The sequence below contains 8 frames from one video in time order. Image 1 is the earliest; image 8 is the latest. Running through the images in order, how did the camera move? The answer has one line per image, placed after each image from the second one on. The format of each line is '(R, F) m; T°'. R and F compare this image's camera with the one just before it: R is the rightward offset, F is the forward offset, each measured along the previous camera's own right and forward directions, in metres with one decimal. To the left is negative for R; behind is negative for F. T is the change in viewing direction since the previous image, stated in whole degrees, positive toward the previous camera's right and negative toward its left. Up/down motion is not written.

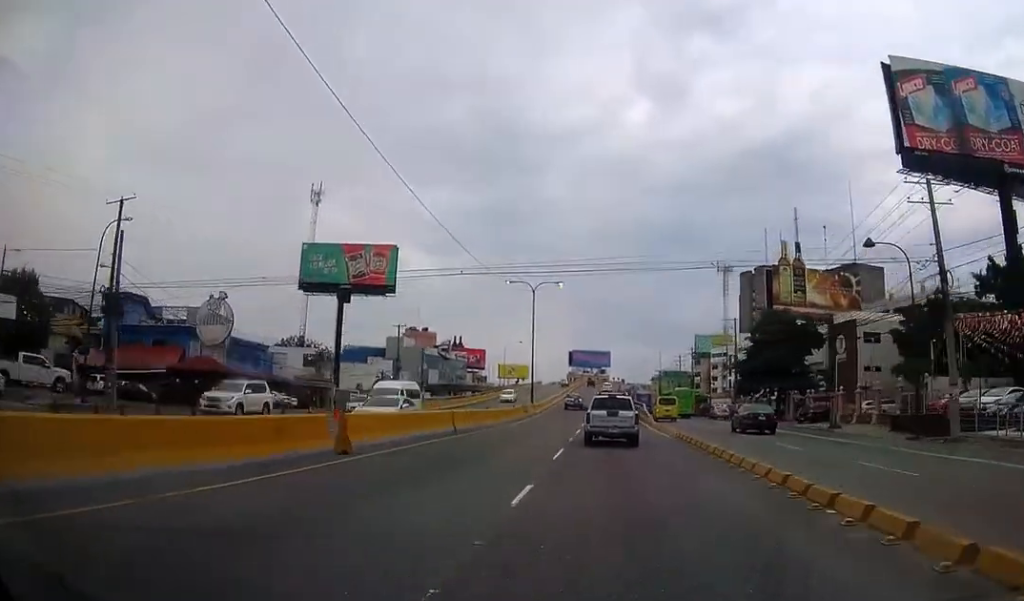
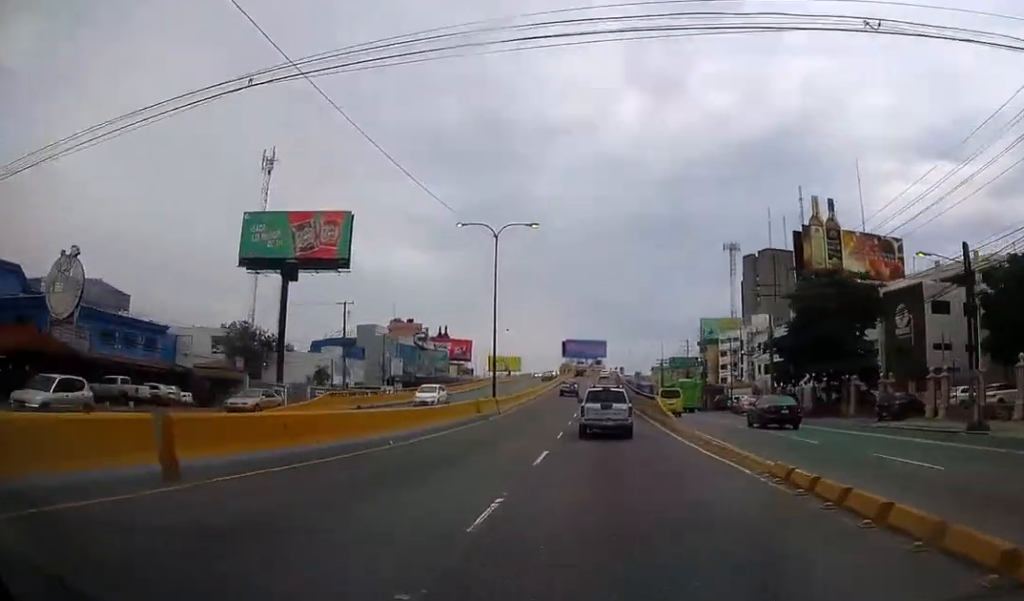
(+0.1, +18.1) m; 0°
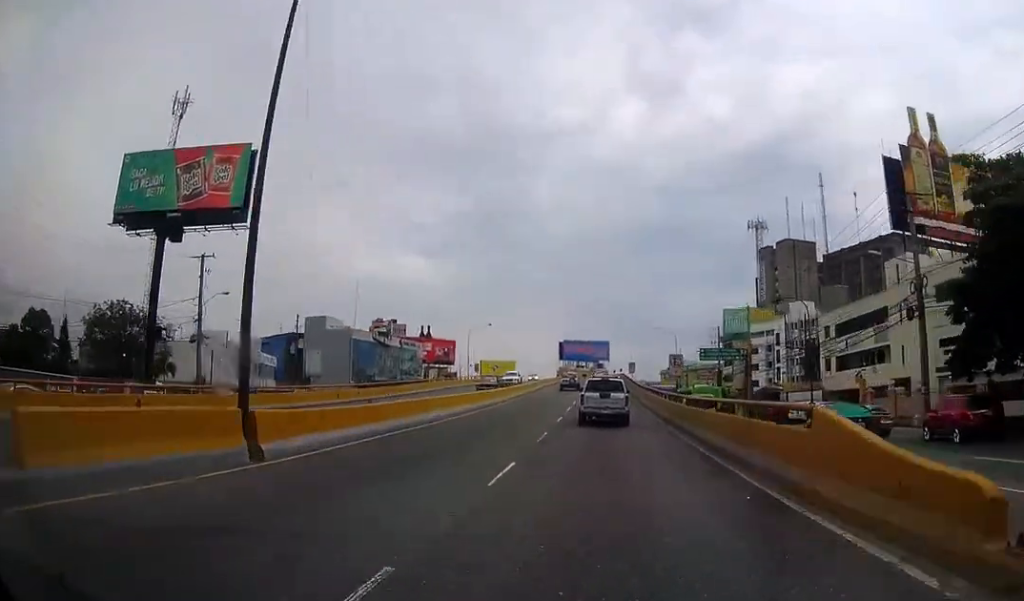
(+0.1, +28.9) m; 0°
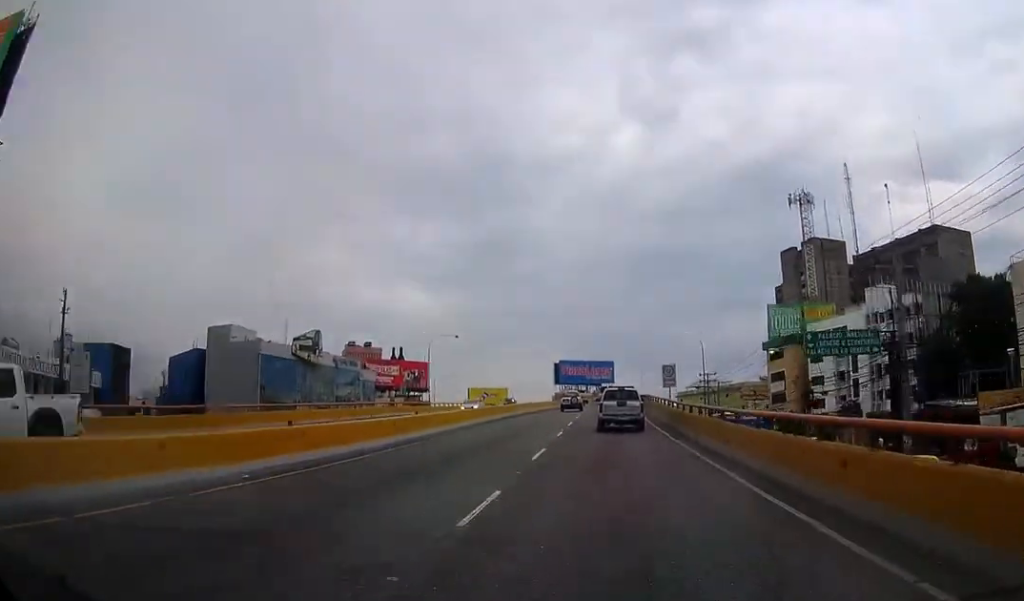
(0.0, +35.7) m; 0°
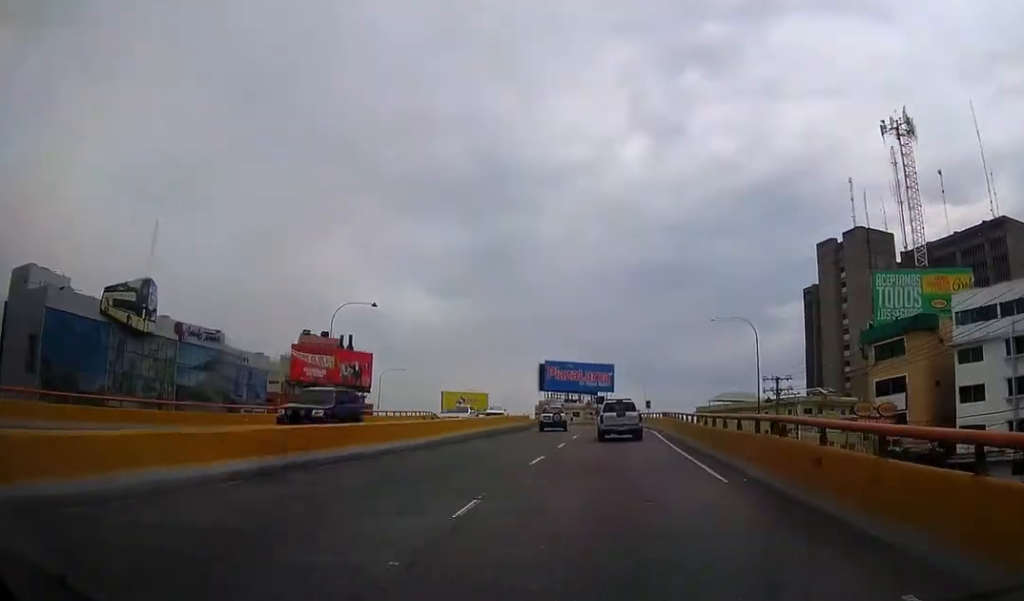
(+0.1, +39.1) m; 0°
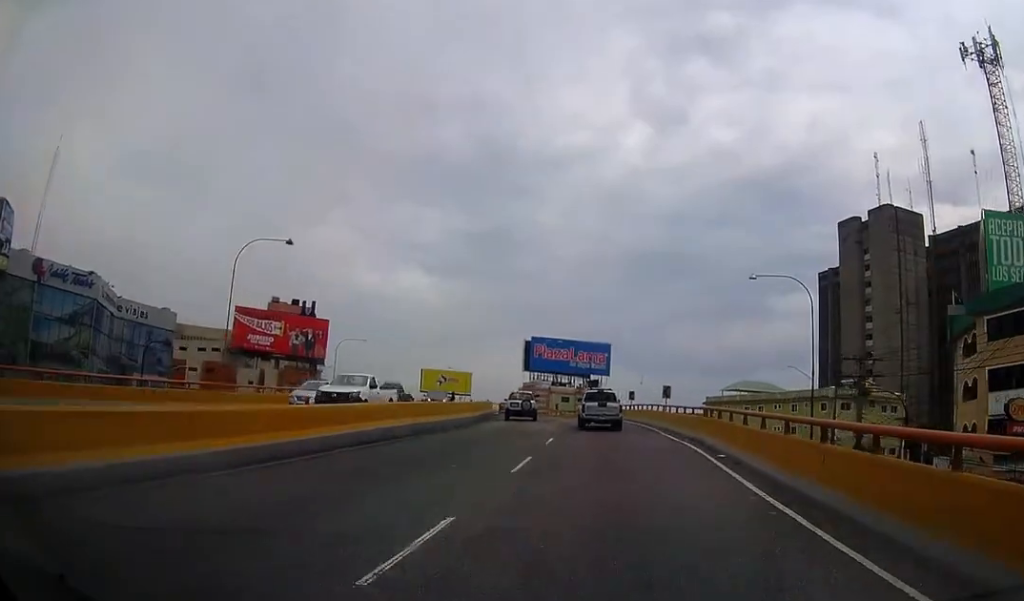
(+0.1, +18.2) m; -1°
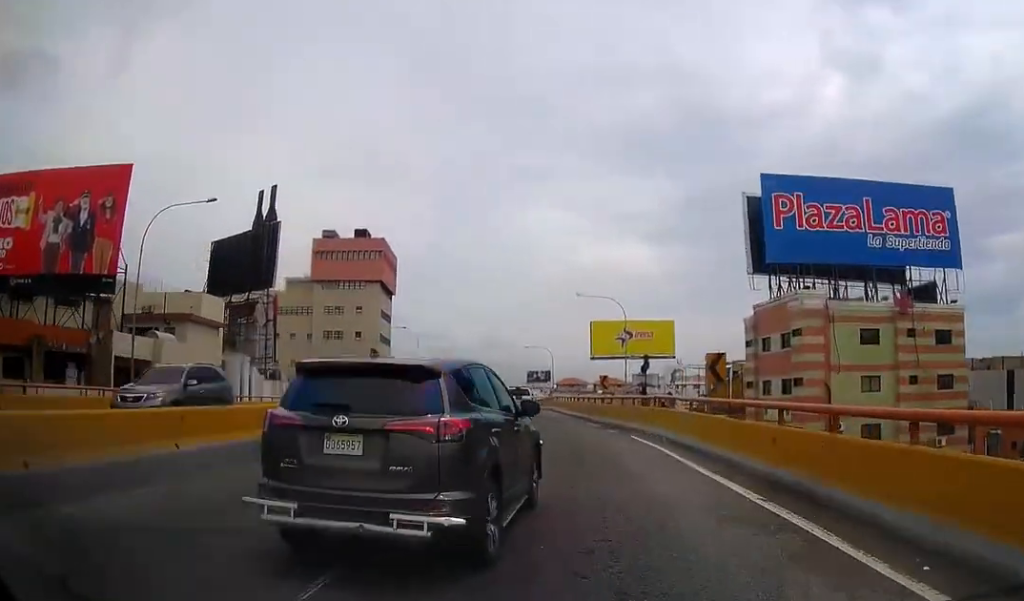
(-7.7, +77.3) m; -17°
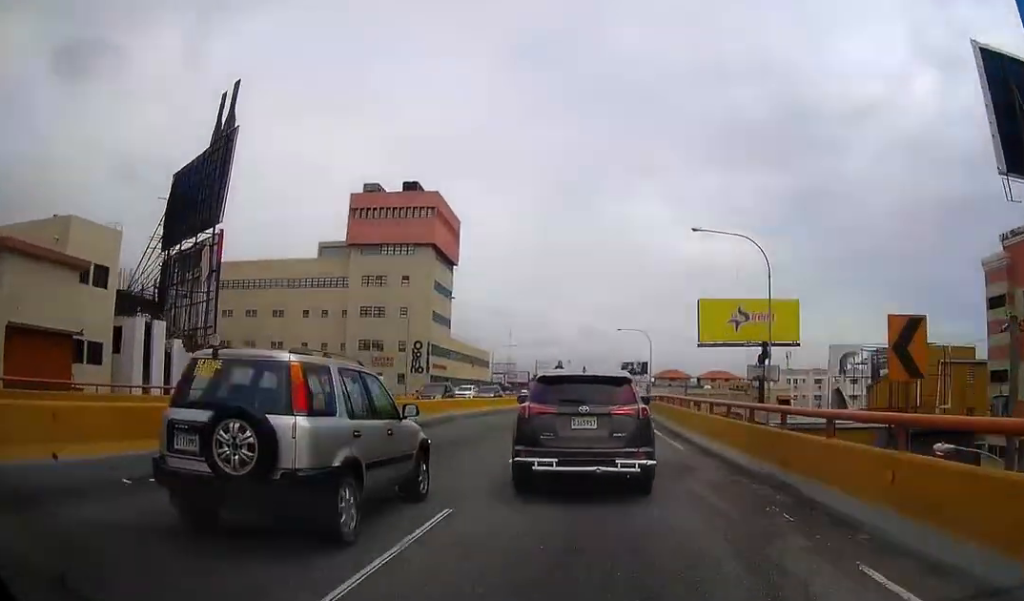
(-2.4, +24.0) m; -6°
